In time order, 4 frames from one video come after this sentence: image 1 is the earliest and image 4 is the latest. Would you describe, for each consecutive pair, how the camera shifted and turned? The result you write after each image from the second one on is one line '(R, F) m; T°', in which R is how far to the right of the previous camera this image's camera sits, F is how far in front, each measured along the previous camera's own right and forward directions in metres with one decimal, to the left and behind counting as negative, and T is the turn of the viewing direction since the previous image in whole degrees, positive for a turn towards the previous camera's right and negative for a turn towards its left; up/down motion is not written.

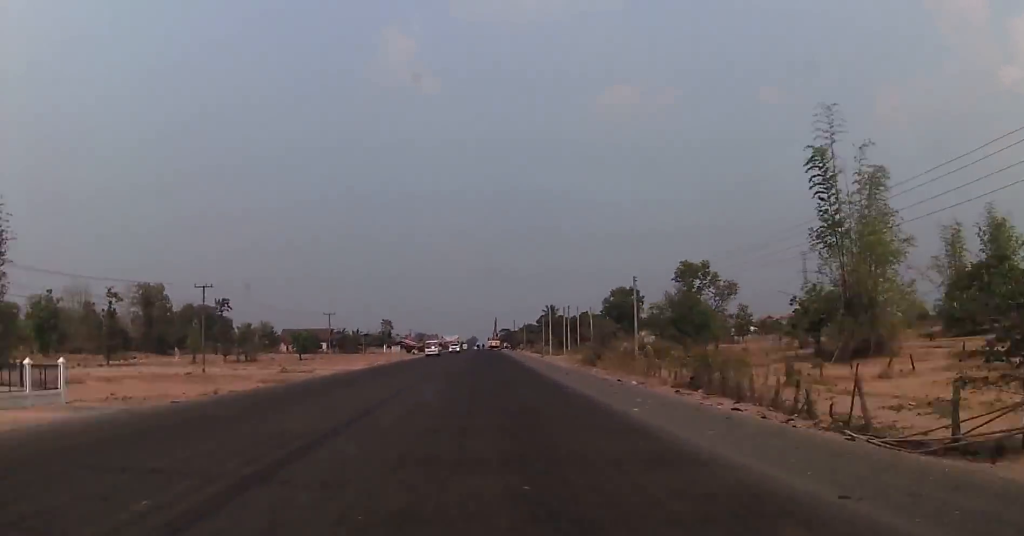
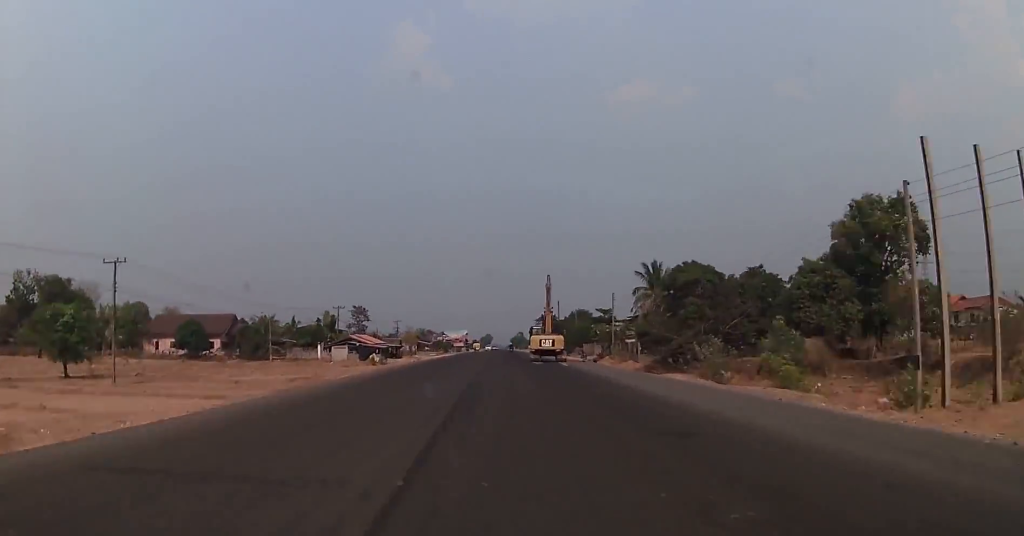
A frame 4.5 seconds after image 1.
(-0.8, +100.7) m; 0°
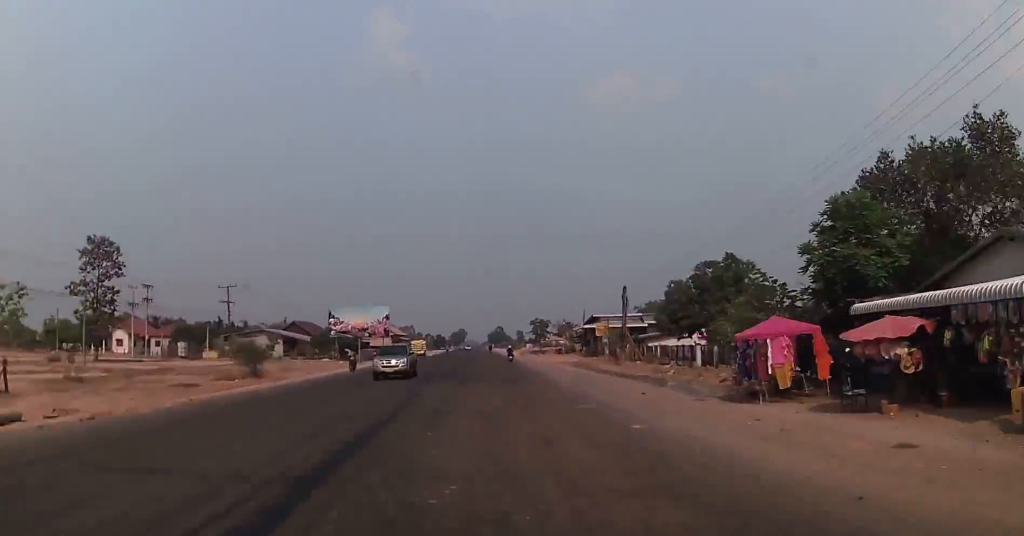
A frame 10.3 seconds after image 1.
(+1.6, +127.6) m; +1°
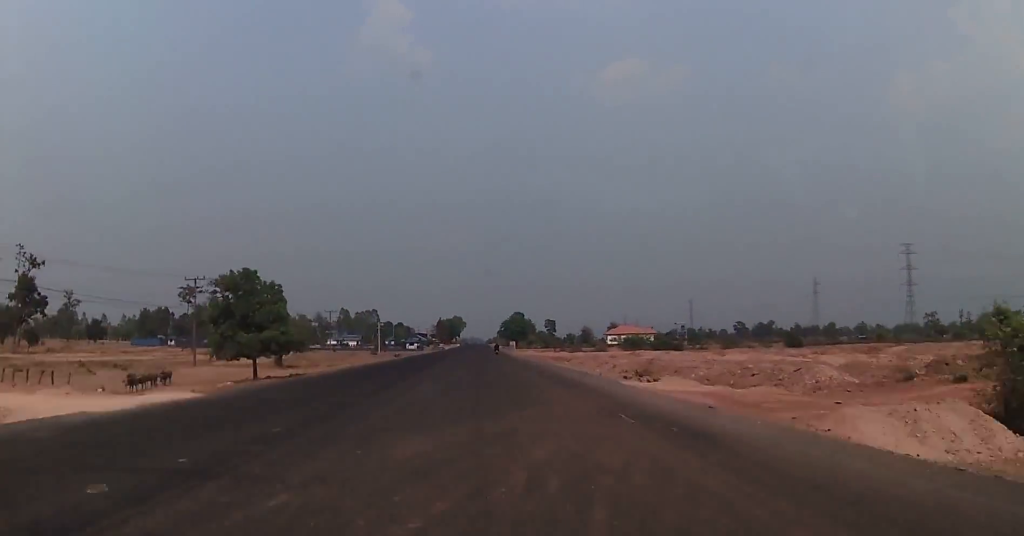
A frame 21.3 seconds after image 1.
(-2.0, +259.9) m; 0°
